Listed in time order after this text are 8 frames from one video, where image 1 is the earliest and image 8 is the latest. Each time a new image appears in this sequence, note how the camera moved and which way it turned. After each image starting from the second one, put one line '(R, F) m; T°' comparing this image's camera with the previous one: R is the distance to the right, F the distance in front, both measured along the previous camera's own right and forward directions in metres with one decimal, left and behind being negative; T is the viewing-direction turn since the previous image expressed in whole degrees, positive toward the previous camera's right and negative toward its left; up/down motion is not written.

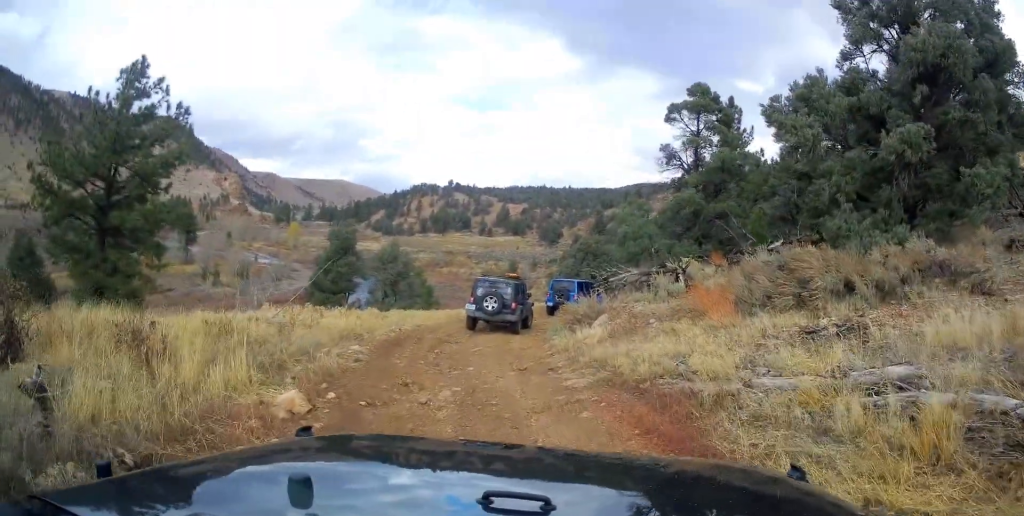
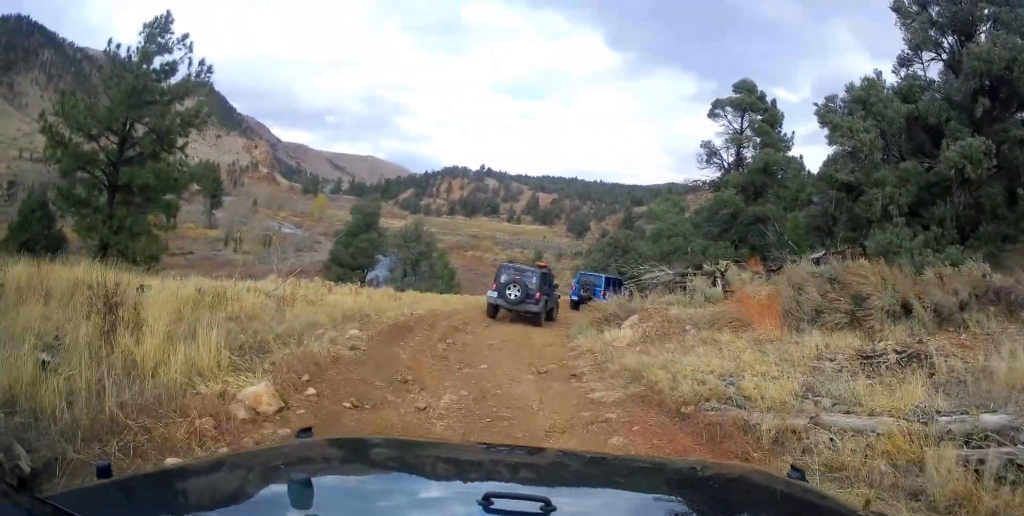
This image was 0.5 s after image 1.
(0.0, +1.2) m; 0°
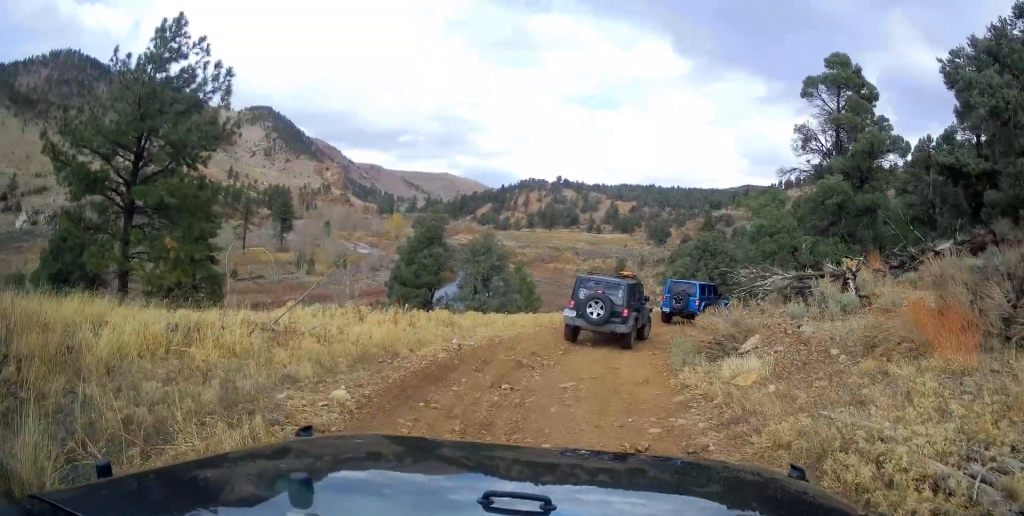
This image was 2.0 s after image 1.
(0.0, +3.6) m; 0°
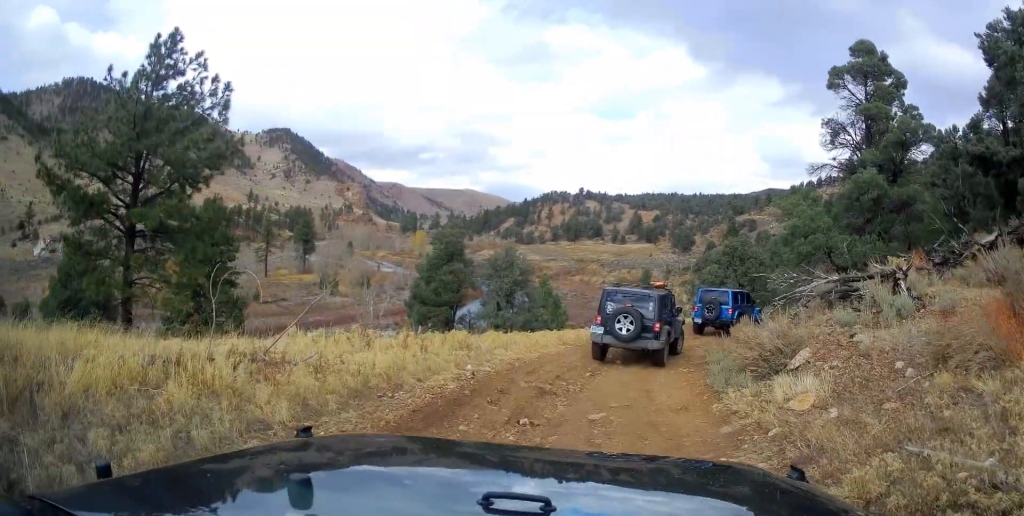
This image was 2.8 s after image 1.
(0.0, +1.2) m; 0°
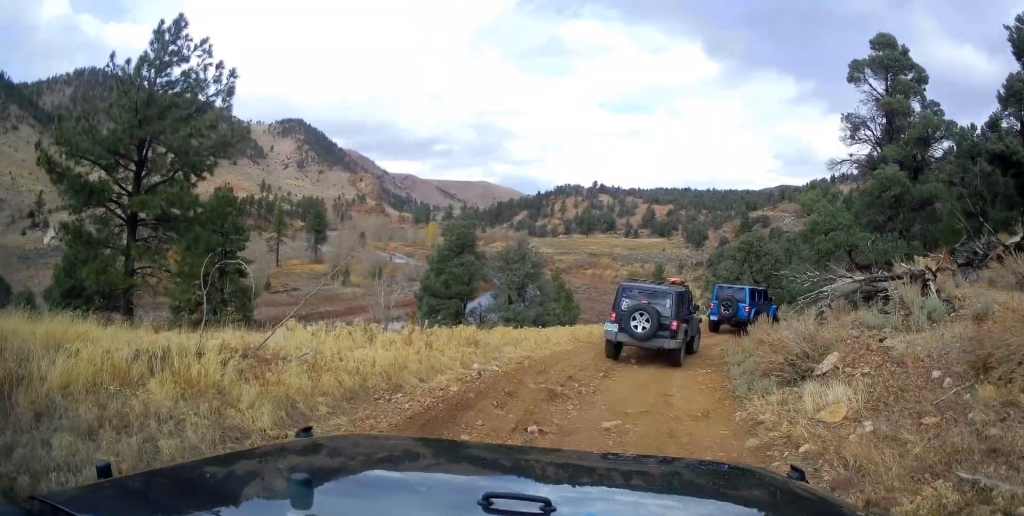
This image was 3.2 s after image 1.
(0.0, +0.7) m; 0°
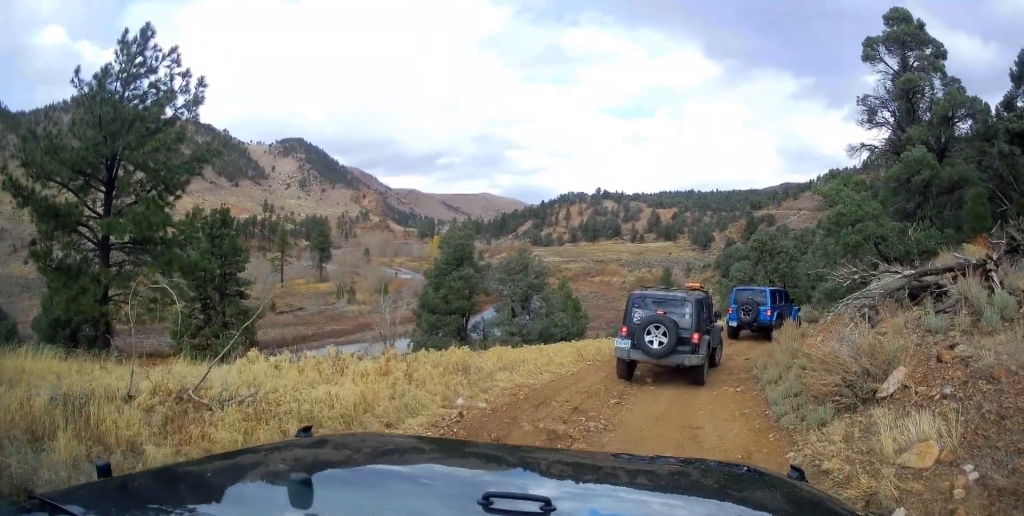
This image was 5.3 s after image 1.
(0.0, +2.4) m; 0°
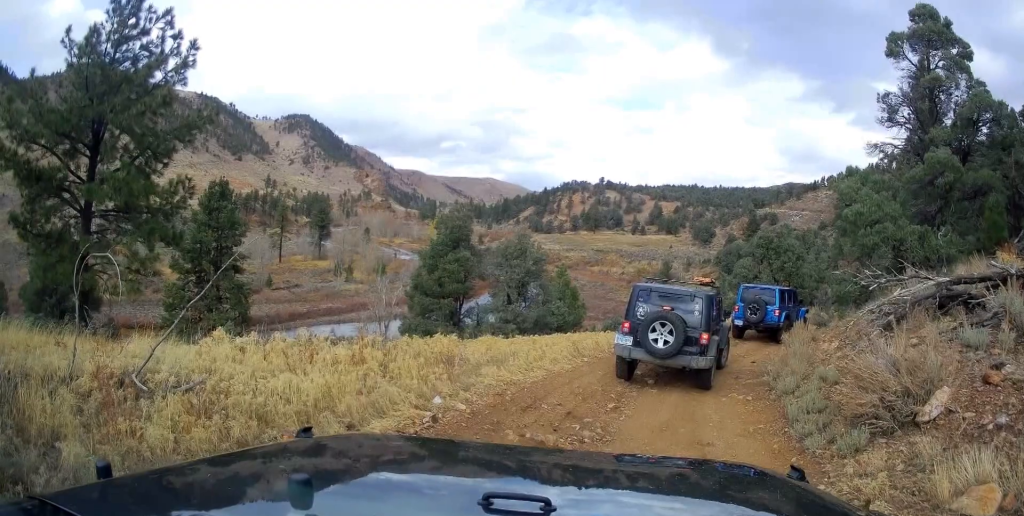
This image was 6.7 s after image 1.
(0.0, +1.0) m; 0°
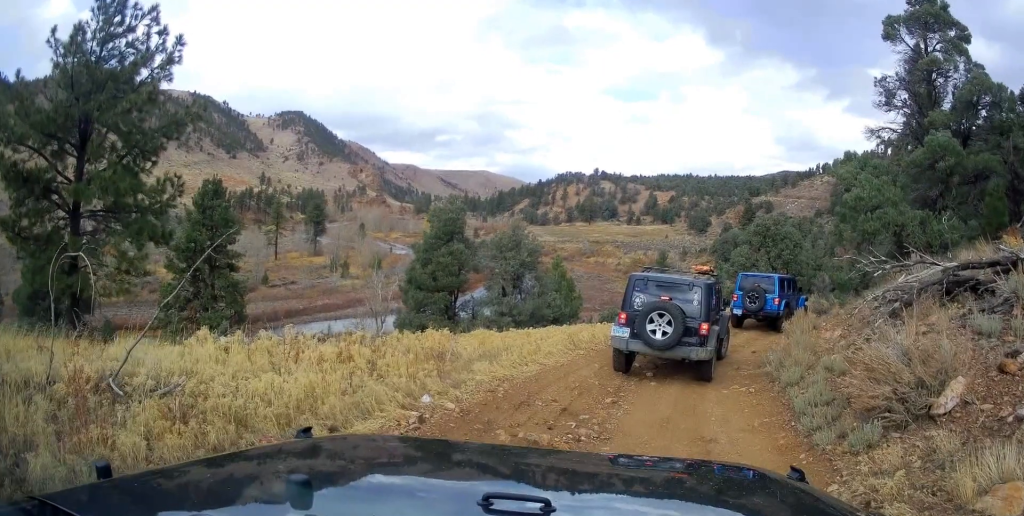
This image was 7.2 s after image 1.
(0.0, +0.3) m; 0°
